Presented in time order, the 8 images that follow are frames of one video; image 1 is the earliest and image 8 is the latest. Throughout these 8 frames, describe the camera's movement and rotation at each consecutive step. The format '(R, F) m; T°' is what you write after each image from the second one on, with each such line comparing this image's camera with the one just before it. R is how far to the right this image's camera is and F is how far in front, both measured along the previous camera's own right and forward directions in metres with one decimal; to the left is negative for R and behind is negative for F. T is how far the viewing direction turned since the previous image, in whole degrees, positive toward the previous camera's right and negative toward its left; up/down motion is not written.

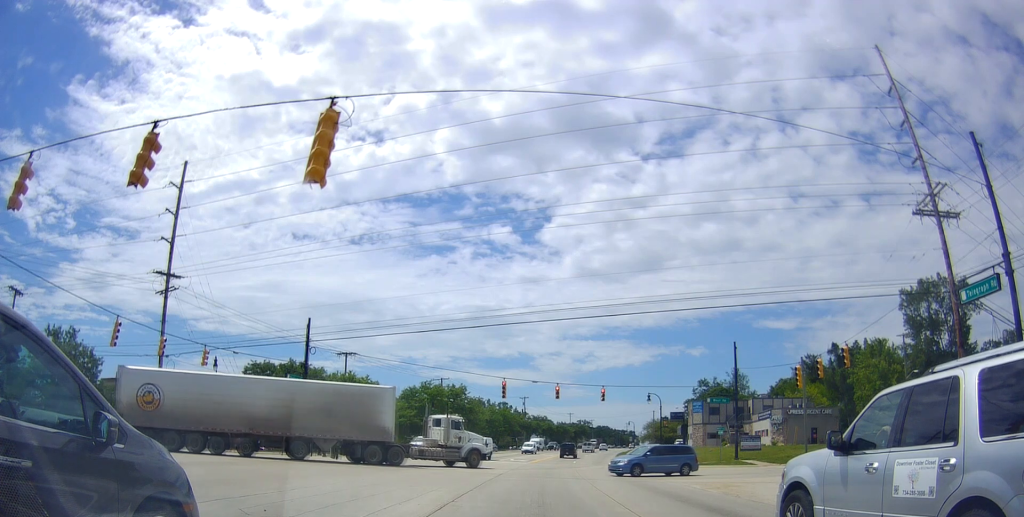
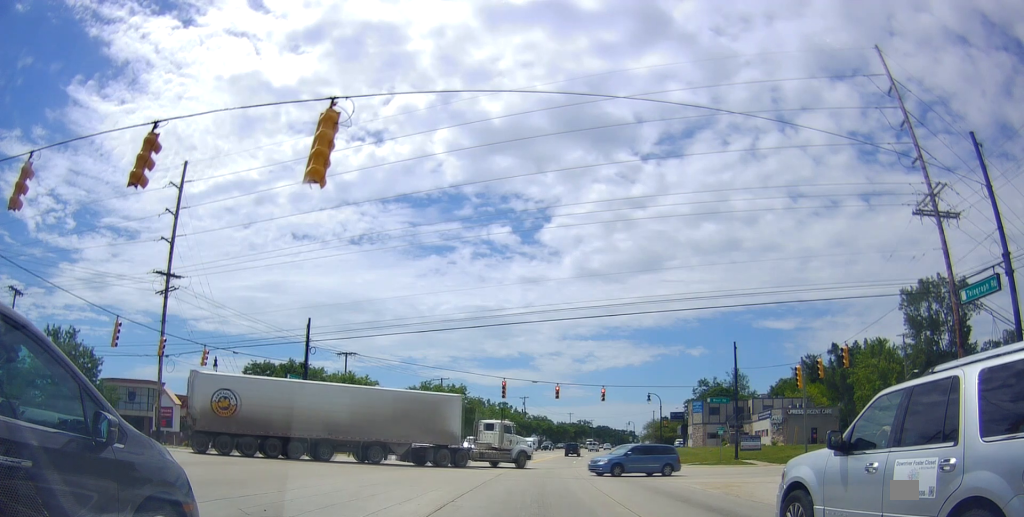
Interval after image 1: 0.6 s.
(0.0, 0.0) m; 0°
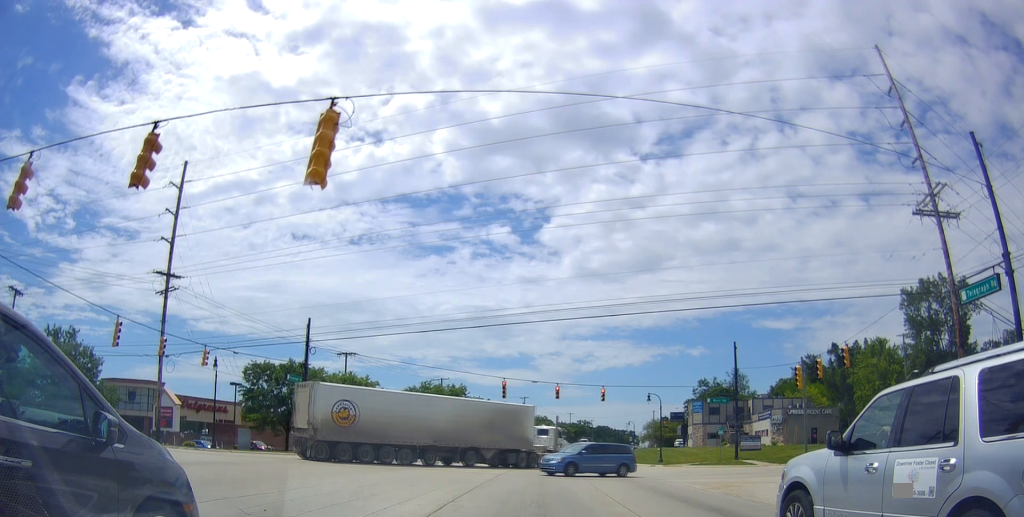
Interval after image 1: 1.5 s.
(0.0, 0.0) m; 0°
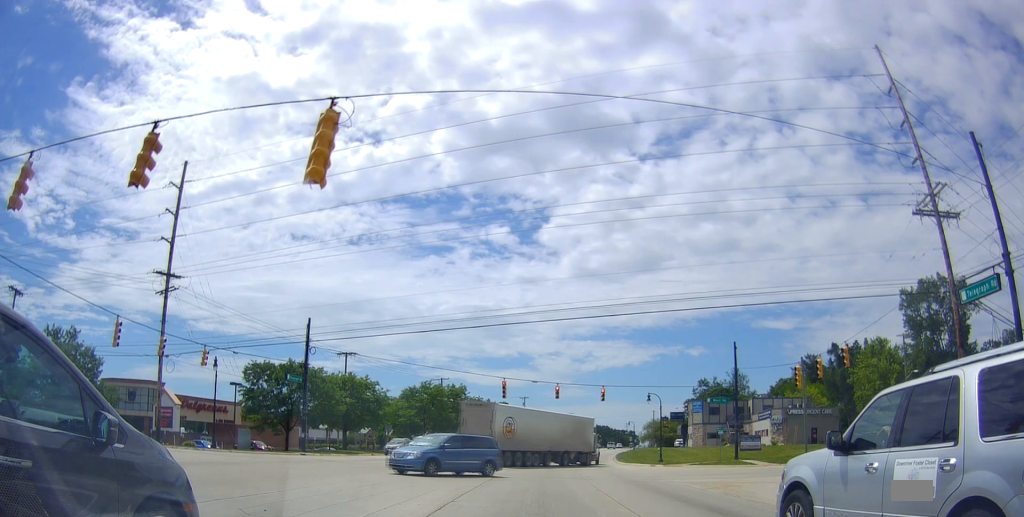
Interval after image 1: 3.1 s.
(0.0, 0.0) m; 0°
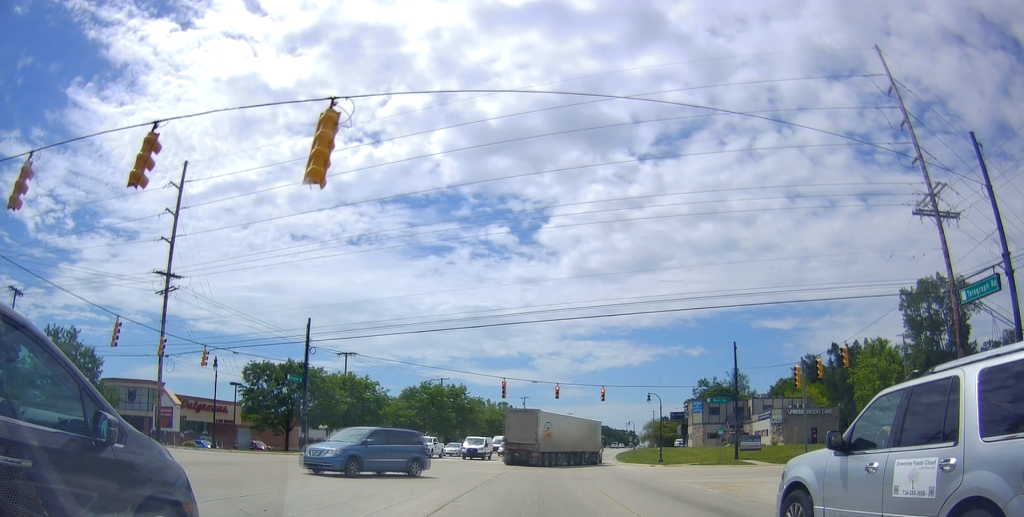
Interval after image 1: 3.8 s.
(0.0, 0.0) m; 0°
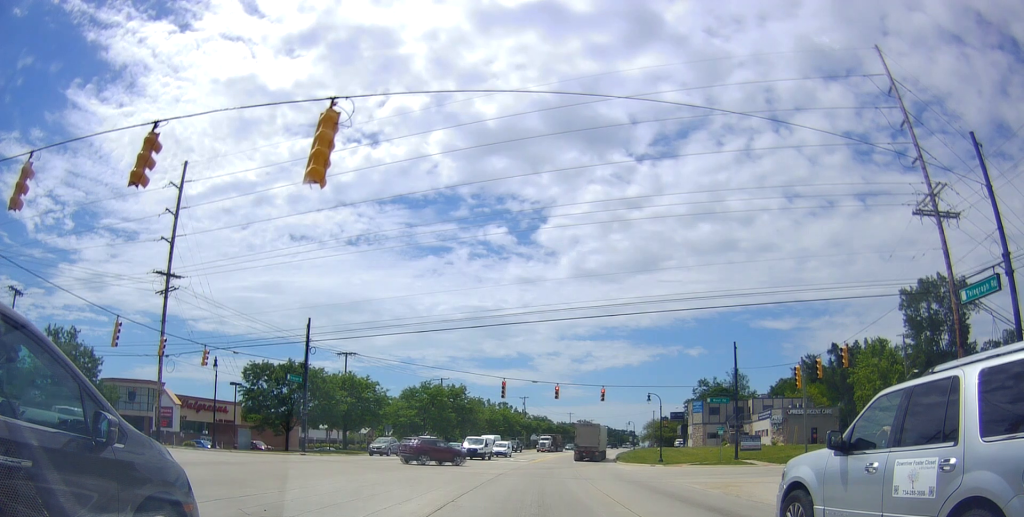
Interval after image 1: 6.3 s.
(0.0, 0.0) m; 0°
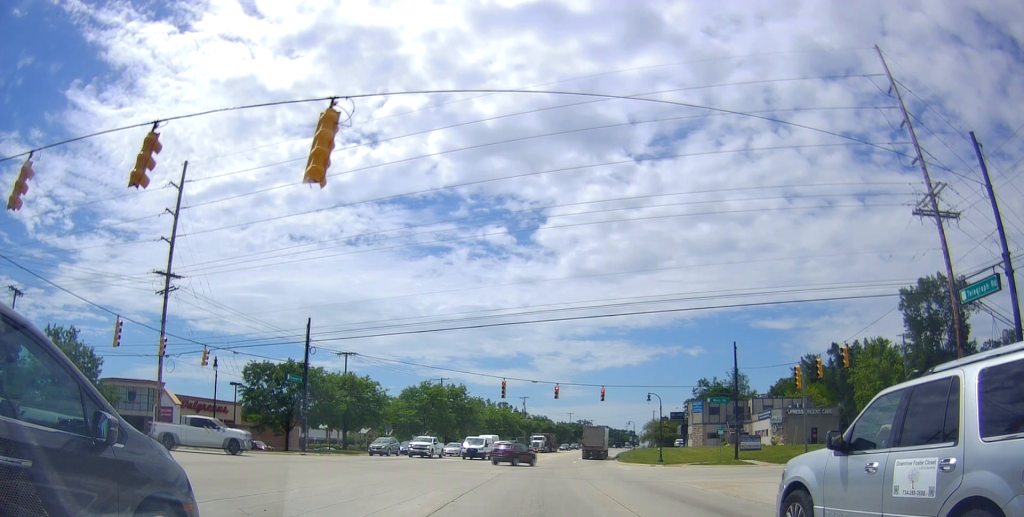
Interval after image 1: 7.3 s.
(0.0, 0.0) m; 0°
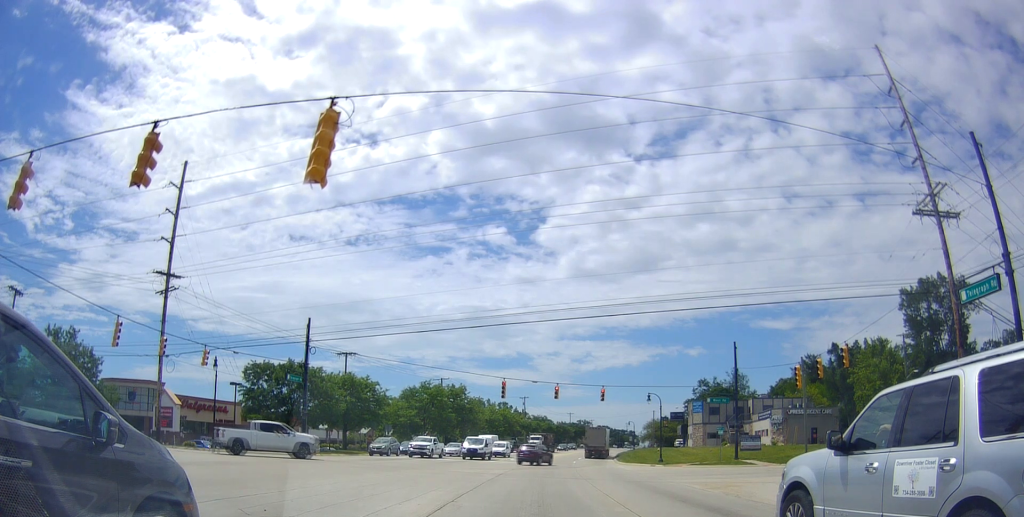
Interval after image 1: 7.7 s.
(0.0, 0.0) m; 0°
